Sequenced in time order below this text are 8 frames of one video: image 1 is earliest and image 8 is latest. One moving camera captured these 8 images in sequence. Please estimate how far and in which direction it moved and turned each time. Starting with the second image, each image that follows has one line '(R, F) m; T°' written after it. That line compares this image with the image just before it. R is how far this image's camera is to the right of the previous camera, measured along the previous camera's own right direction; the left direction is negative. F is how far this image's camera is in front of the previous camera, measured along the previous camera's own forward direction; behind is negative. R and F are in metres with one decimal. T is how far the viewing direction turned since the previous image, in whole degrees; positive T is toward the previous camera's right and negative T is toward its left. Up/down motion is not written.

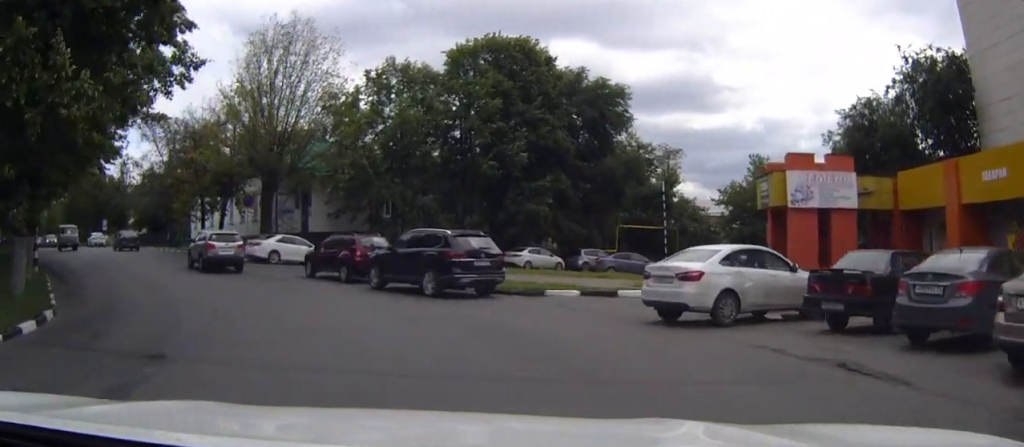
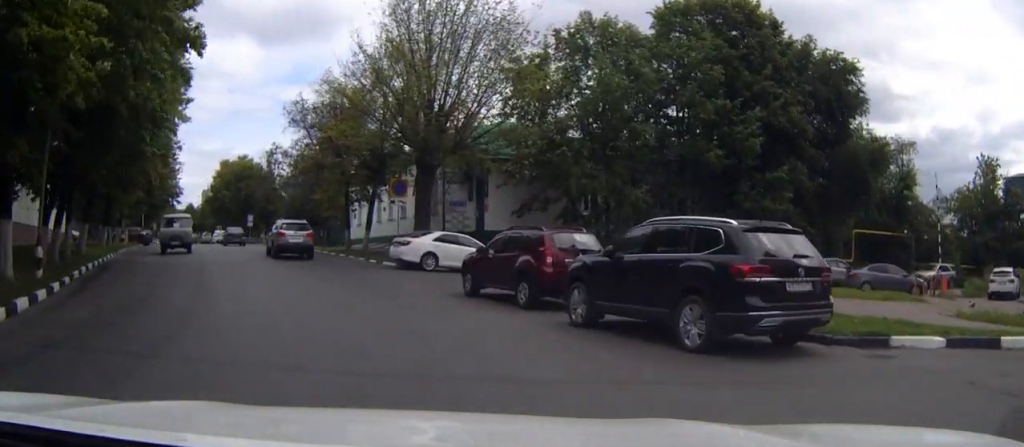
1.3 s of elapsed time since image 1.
(-1.2, +10.0) m; -14°
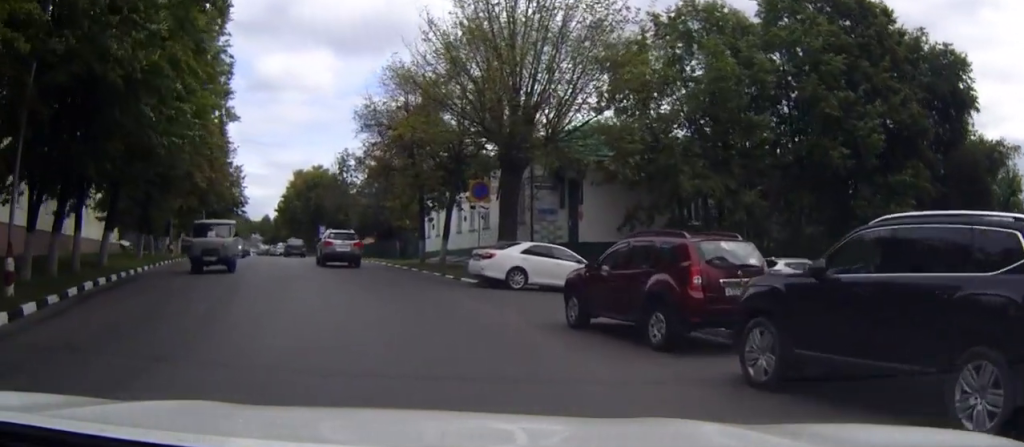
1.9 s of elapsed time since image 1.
(-0.3, +4.9) m; -6°
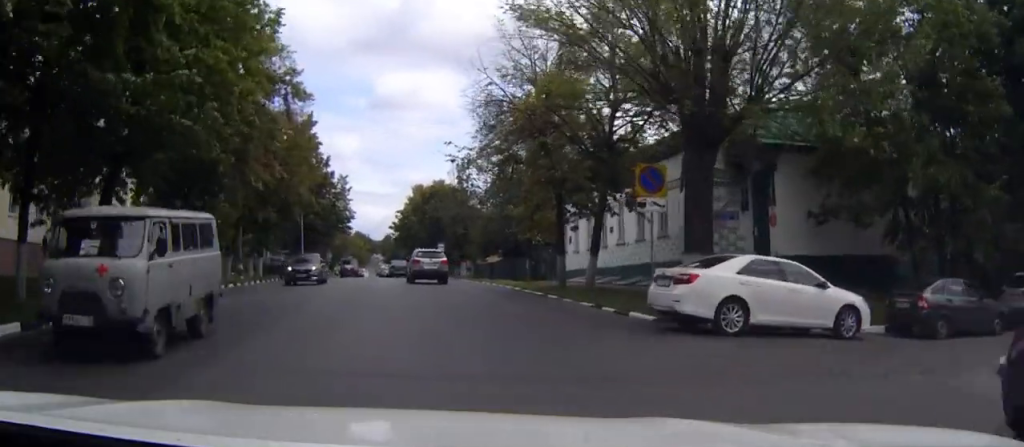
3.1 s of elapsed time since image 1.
(-0.8, +8.9) m; -9°
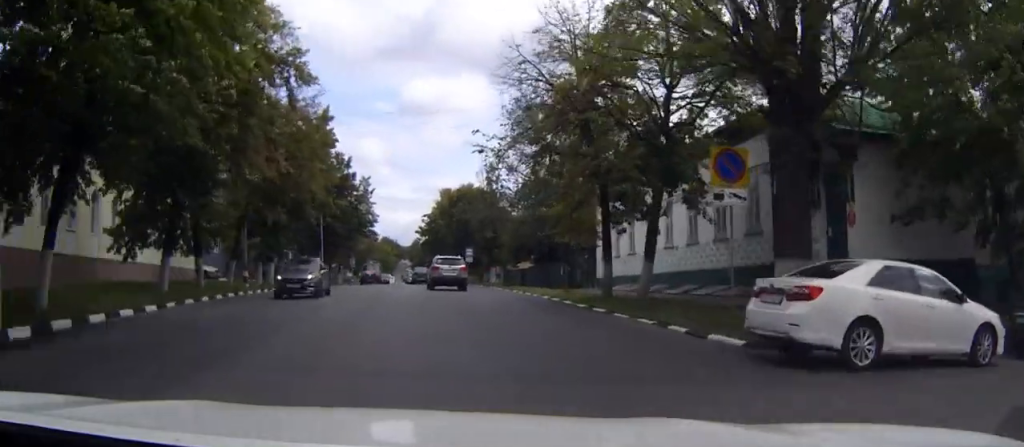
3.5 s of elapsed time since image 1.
(-0.1, +3.6) m; -3°
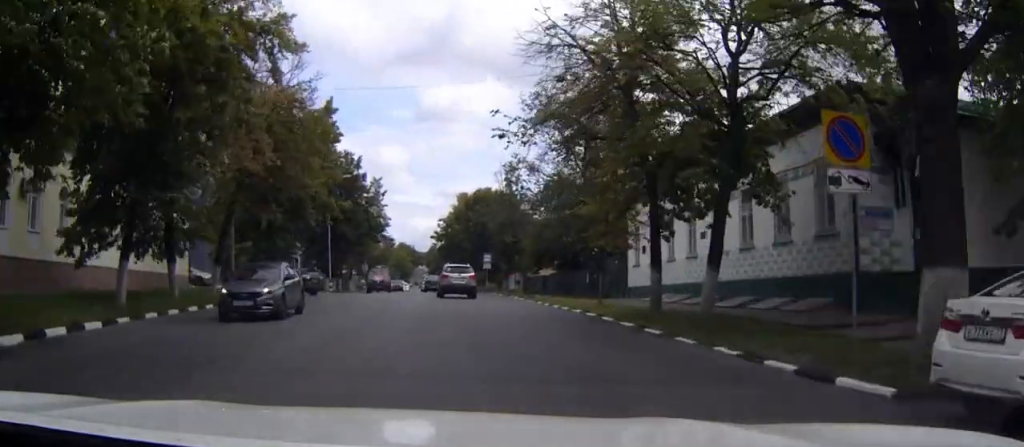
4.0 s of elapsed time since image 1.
(-0.1, +4.3) m; -1°
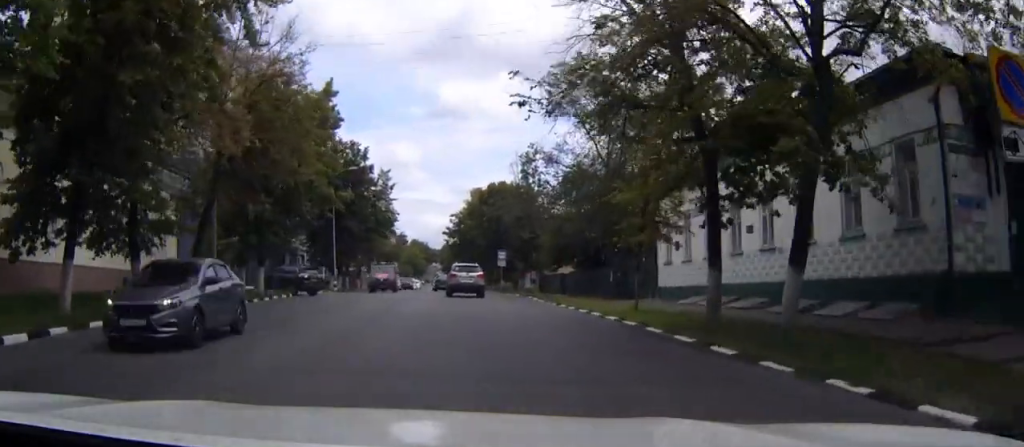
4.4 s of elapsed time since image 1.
(-0.1, +3.8) m; 0°
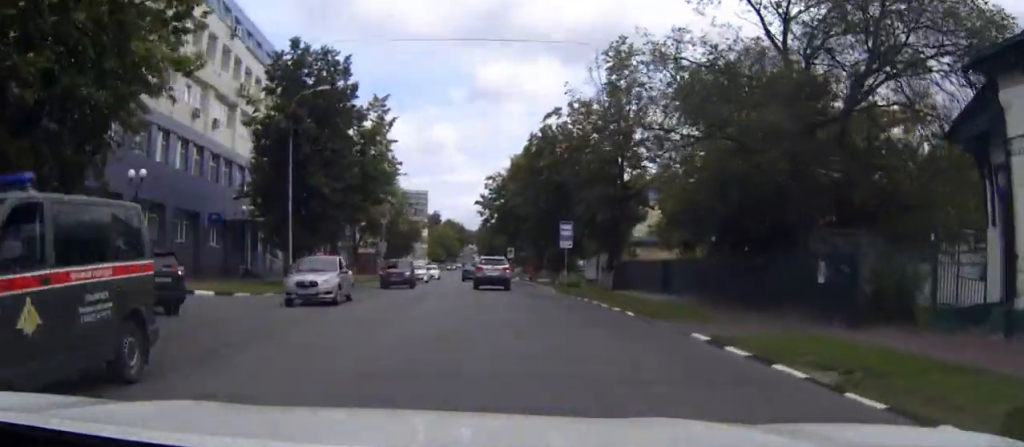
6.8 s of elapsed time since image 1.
(-0.6, +24.5) m; -4°
